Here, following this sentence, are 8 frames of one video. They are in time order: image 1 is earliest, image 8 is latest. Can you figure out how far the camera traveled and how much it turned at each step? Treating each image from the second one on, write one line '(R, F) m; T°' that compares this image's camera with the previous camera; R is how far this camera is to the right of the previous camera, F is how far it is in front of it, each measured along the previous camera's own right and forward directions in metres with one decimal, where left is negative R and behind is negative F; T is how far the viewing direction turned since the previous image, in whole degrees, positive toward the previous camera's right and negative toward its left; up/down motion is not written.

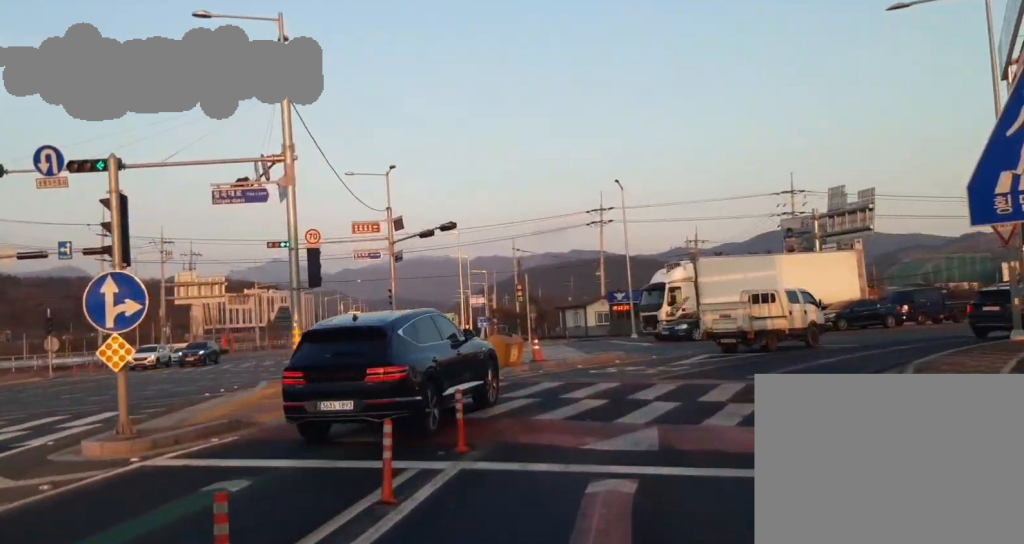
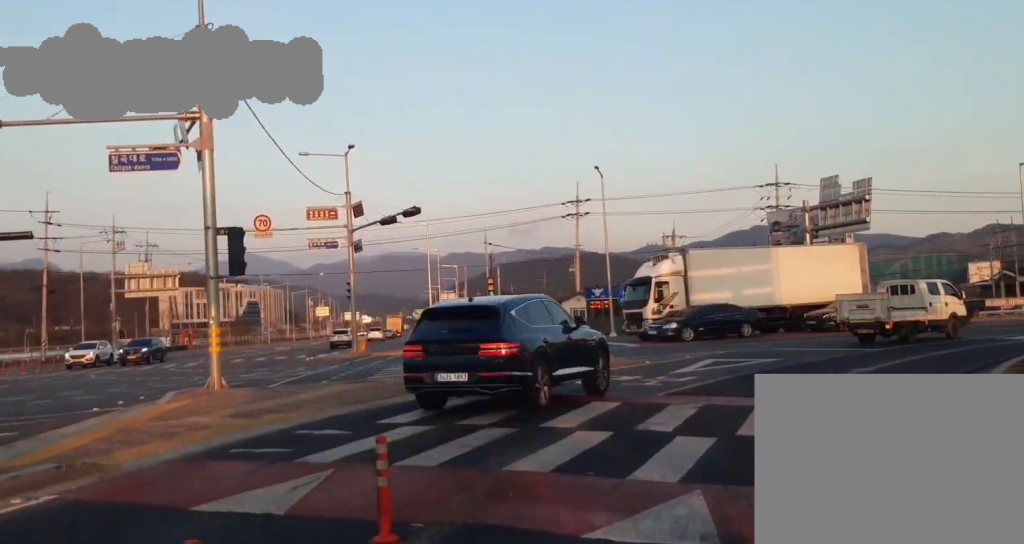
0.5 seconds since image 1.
(-0.1, +5.8) m; +2°
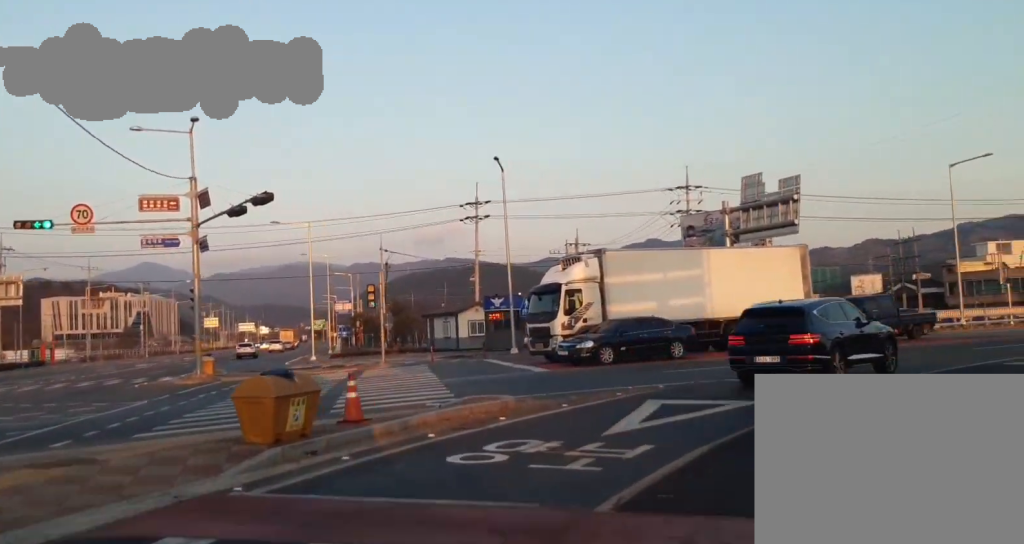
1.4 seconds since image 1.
(+0.7, +9.6) m; +2°
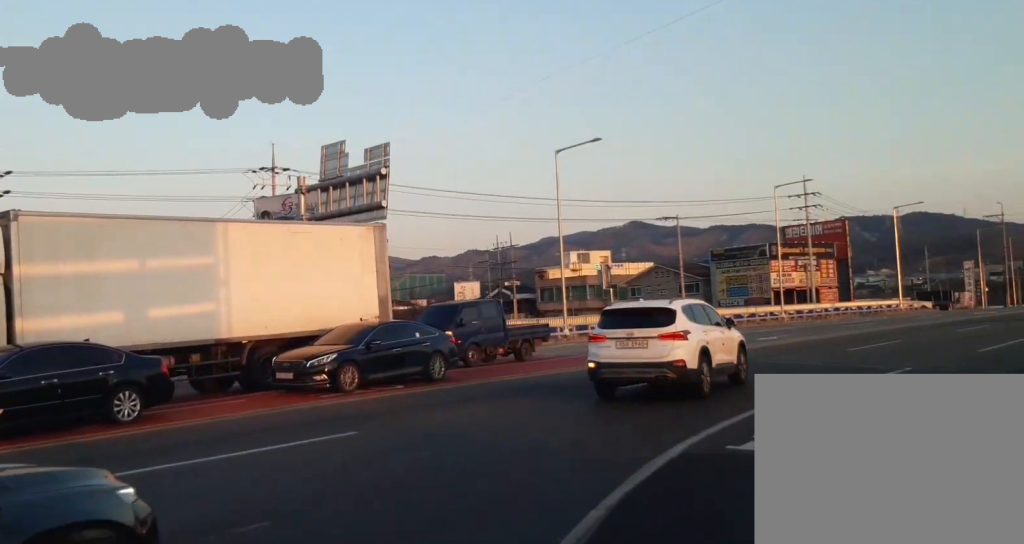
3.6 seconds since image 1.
(+2.3, +17.7) m; +27°
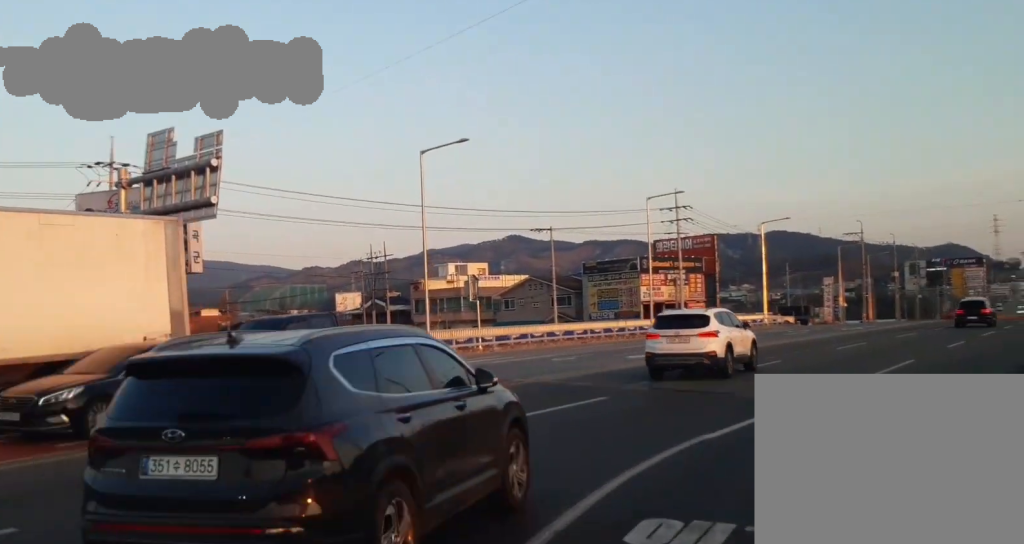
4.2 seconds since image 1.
(+0.6, +4.6) m; +10°
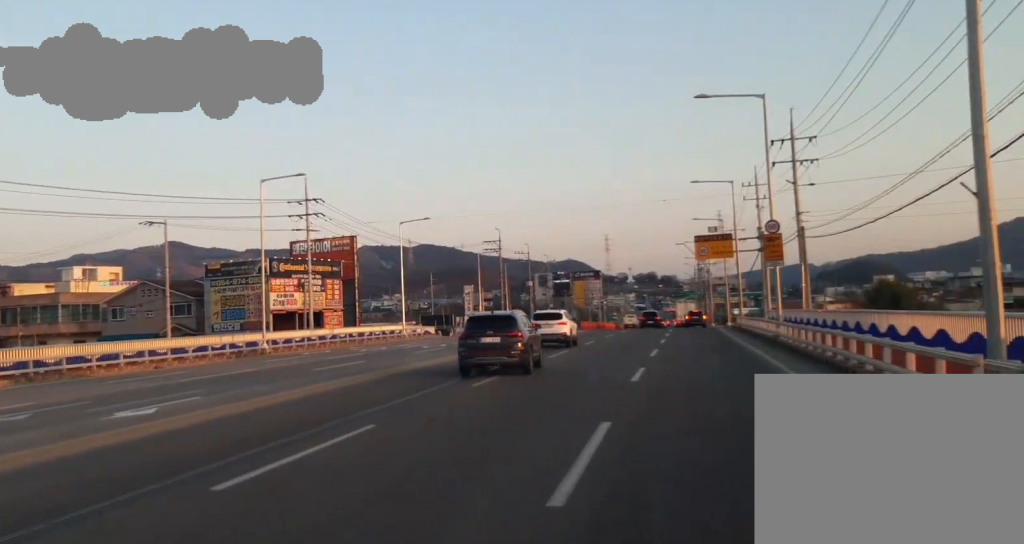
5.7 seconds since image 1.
(+2.4, +13.8) m; +13°
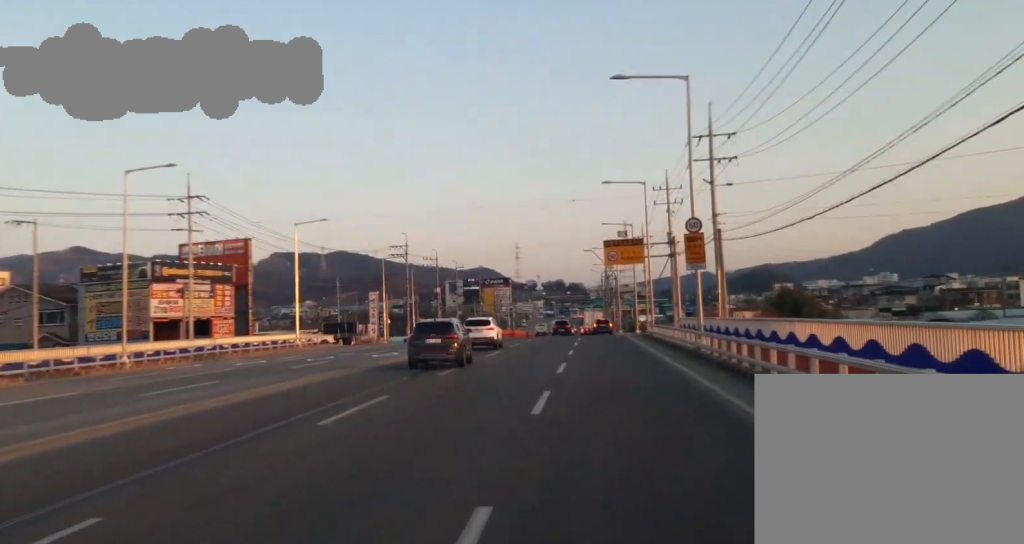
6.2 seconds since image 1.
(0.0, +4.9) m; 0°
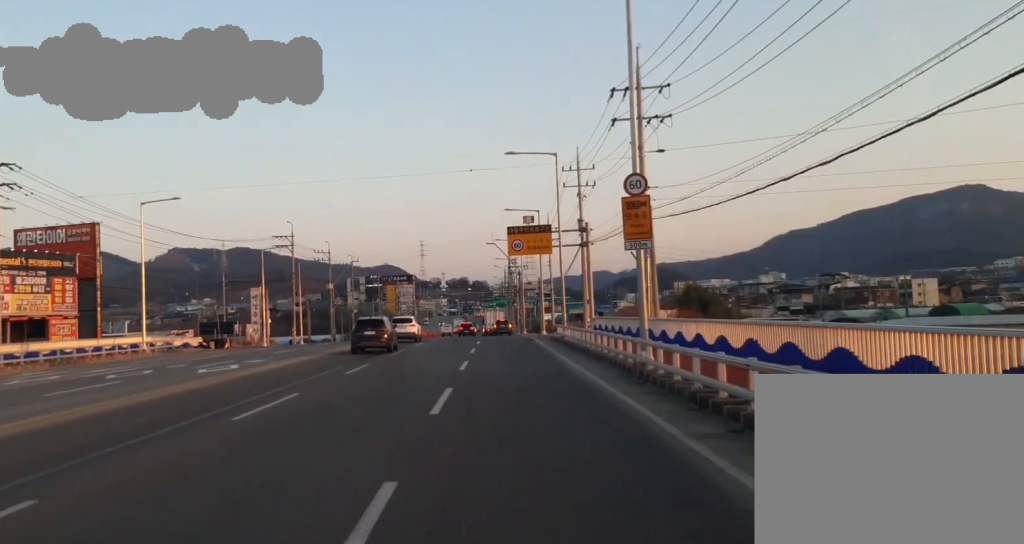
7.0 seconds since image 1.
(0.0, +9.4) m; 0°
